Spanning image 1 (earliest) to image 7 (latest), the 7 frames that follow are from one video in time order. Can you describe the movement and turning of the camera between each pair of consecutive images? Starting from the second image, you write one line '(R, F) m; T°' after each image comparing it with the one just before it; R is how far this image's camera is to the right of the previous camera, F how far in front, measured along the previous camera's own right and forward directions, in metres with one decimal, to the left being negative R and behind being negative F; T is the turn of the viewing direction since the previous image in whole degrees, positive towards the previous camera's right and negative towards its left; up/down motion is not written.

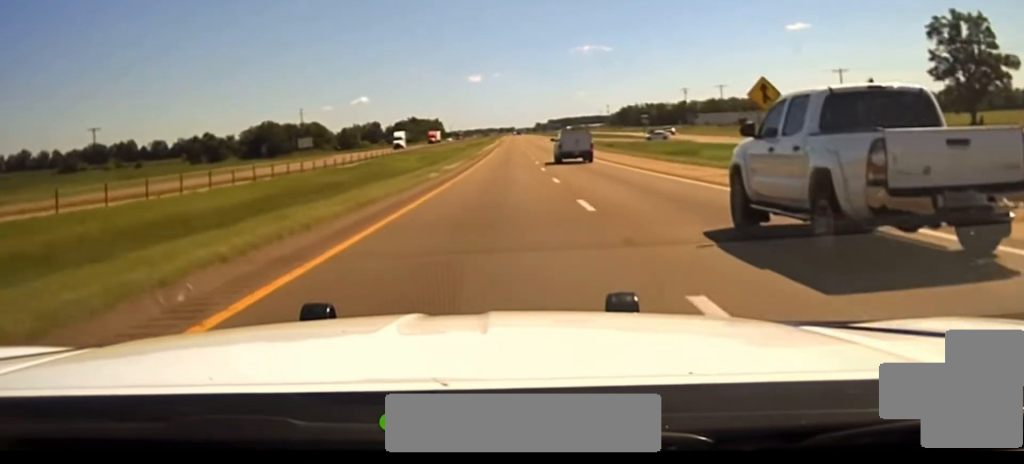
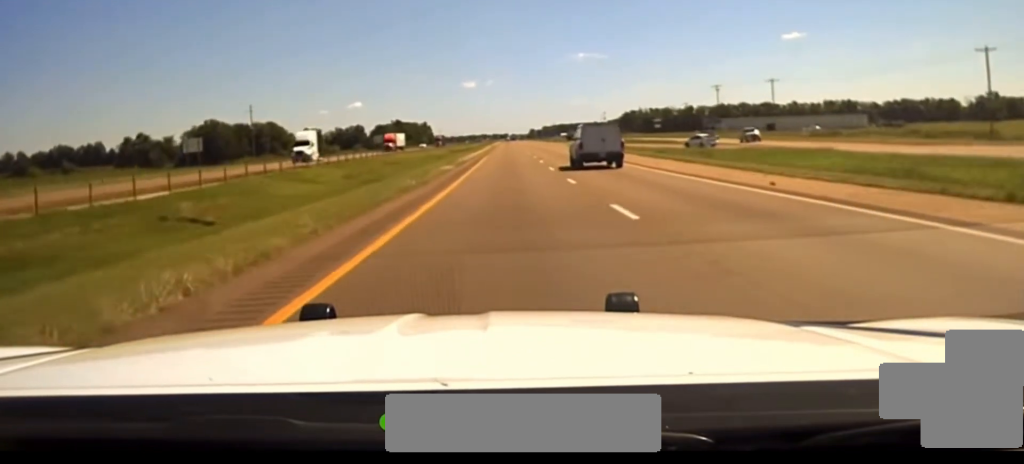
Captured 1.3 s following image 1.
(0.0, +53.4) m; 0°
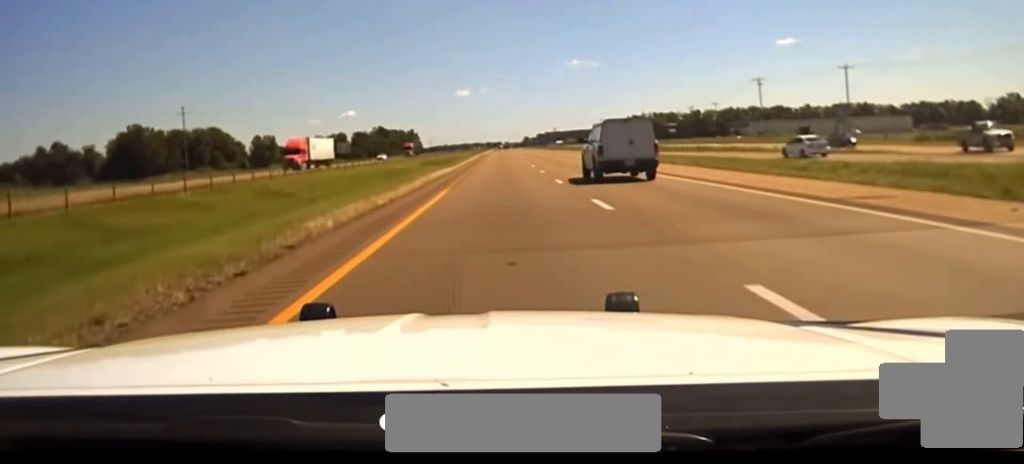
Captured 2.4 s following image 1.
(+0.2, +43.8) m; +1°
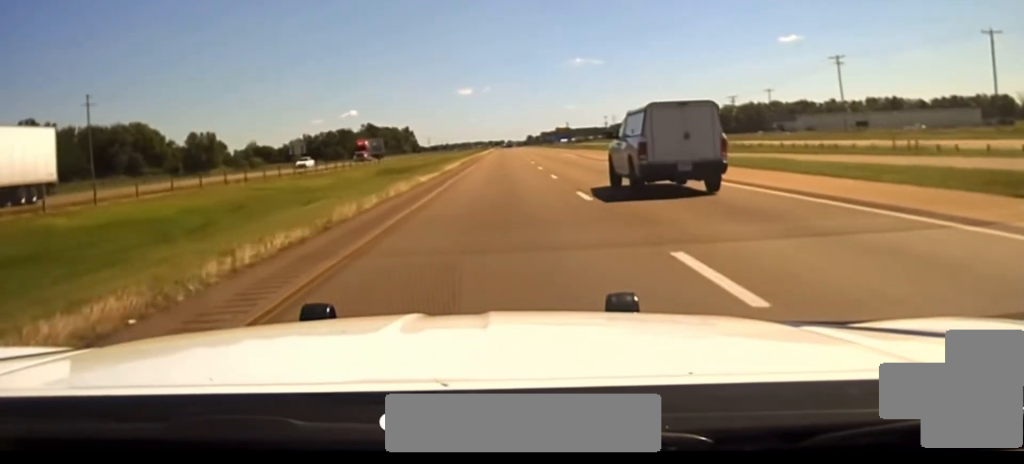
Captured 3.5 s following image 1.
(+0.2, +44.1) m; 0°
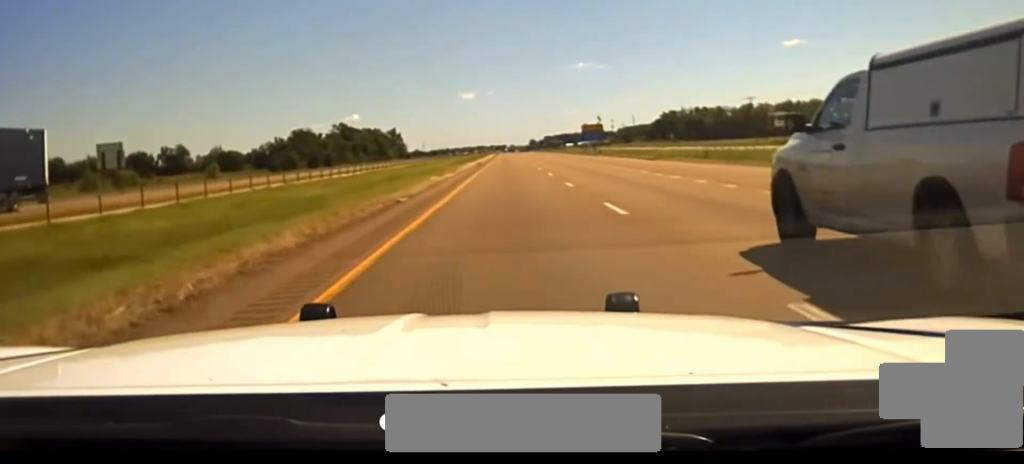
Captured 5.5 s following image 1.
(-0.3, +69.7) m; -1°
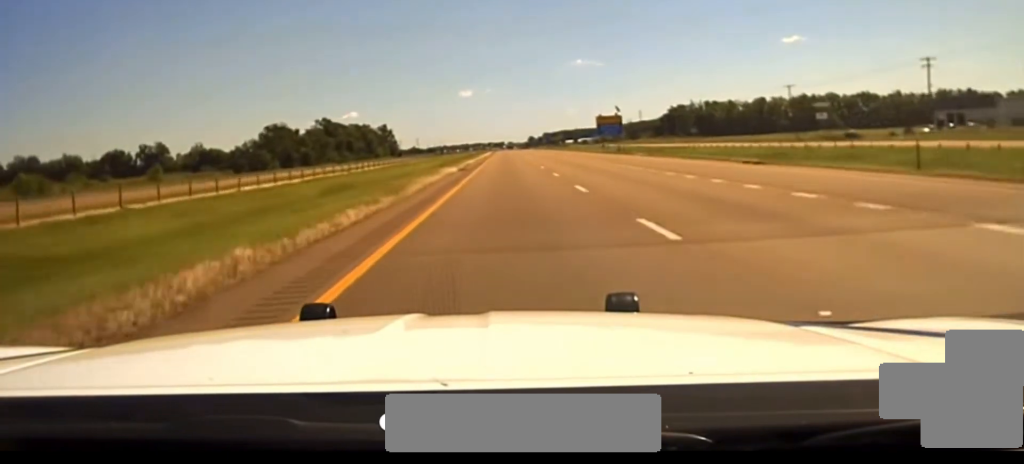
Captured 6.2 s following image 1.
(-0.1, +30.8) m; 0°
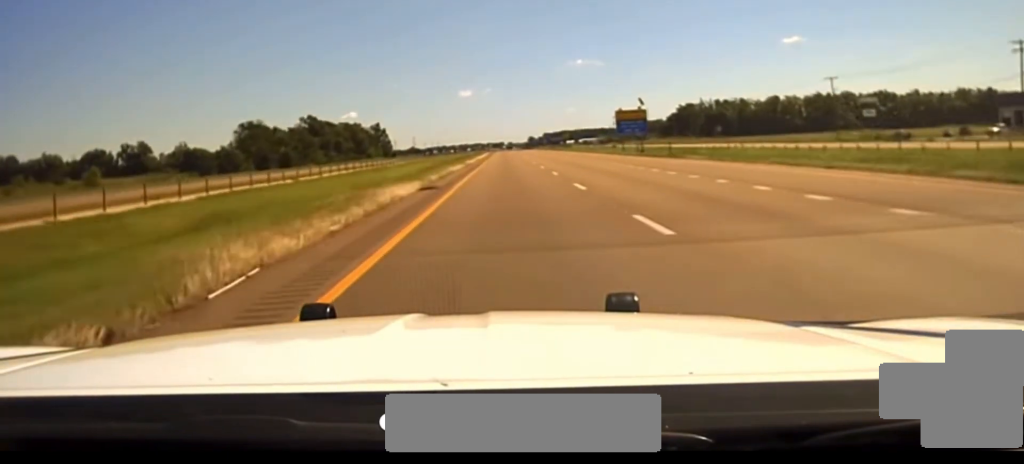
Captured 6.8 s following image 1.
(0.0, +25.7) m; 0°
